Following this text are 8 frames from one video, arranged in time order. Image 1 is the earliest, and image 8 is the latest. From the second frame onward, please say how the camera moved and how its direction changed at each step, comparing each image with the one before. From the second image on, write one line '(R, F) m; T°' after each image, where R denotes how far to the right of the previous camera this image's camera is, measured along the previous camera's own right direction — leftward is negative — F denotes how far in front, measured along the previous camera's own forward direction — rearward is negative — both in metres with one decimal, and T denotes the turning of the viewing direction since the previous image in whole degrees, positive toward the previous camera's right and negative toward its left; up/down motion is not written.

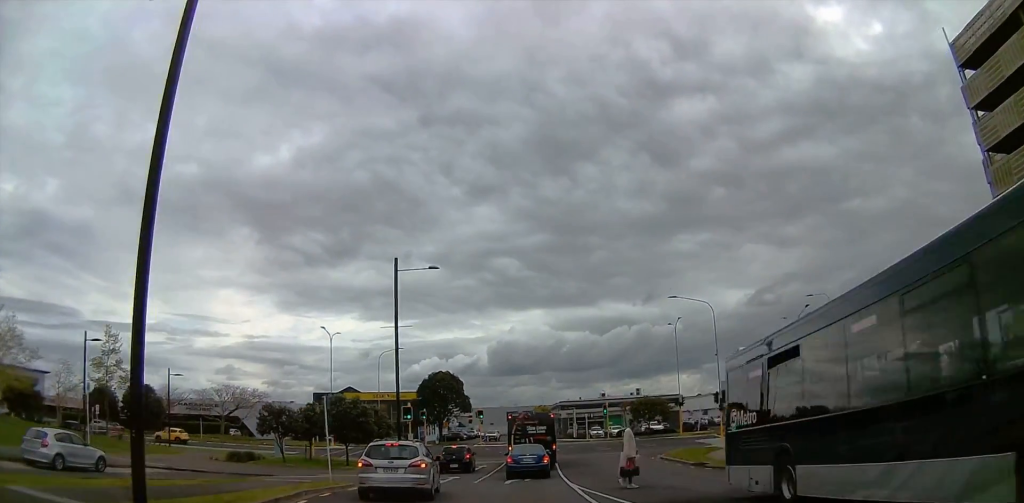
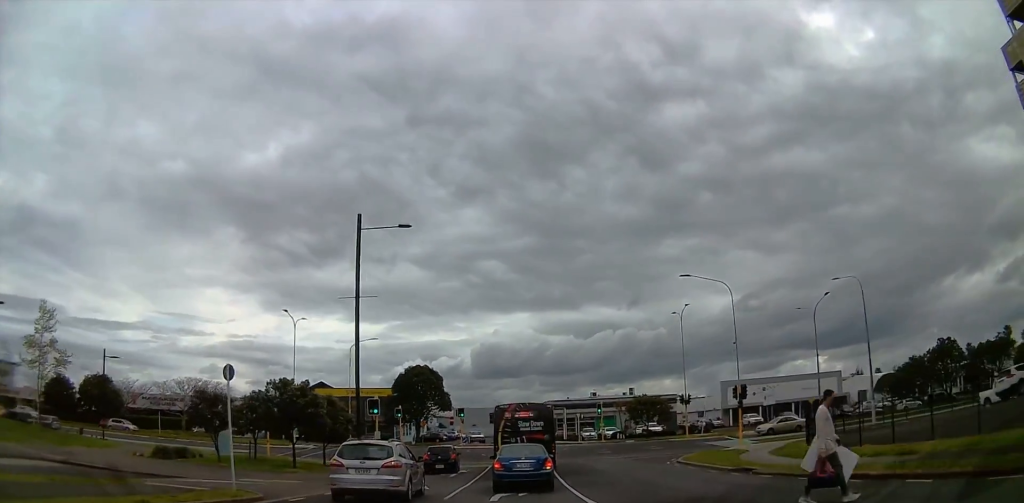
(-0.7, +7.8) m; -3°
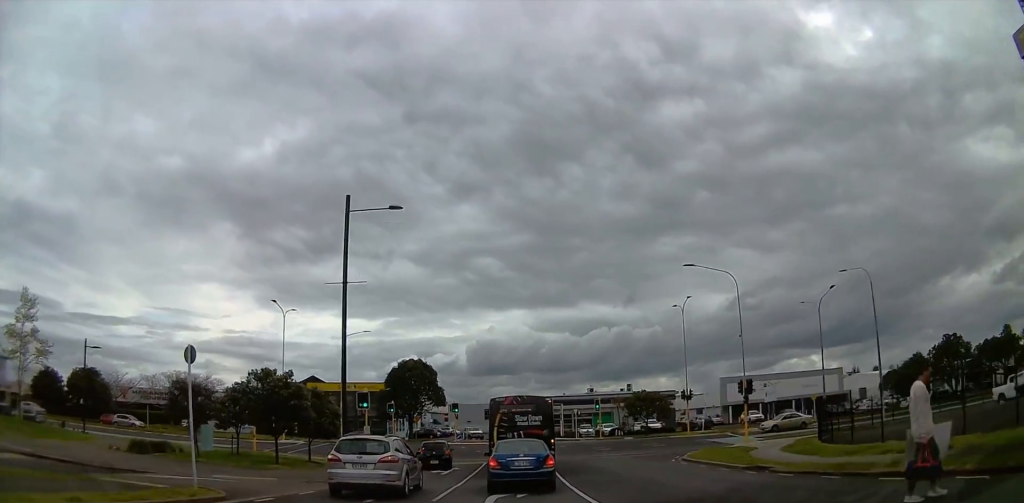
(+0.2, +2.0) m; 0°
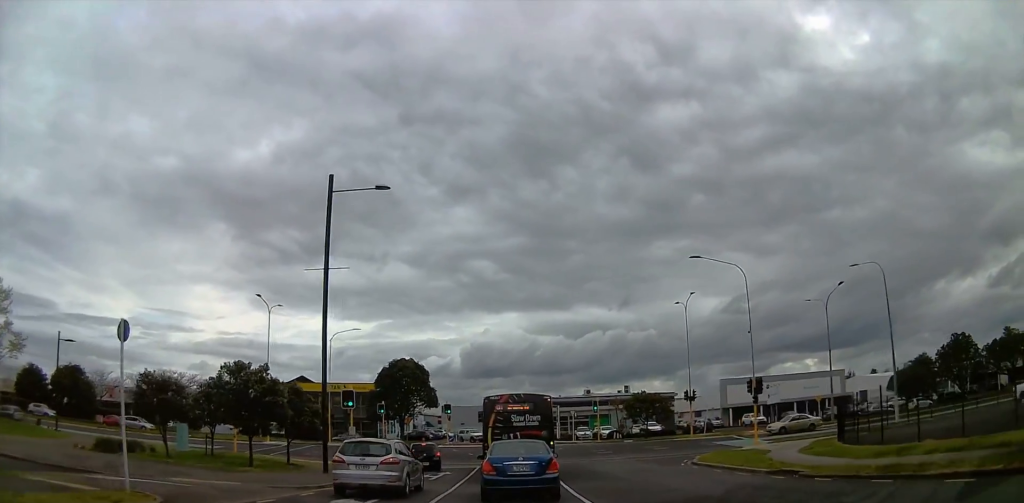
(+0.3, +3.0) m; 0°
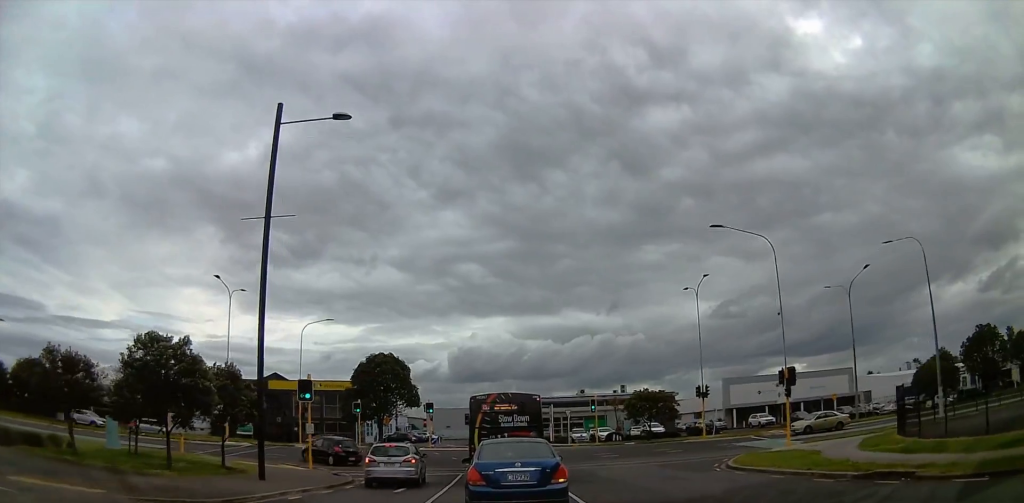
(-1.2, +7.8) m; +3°
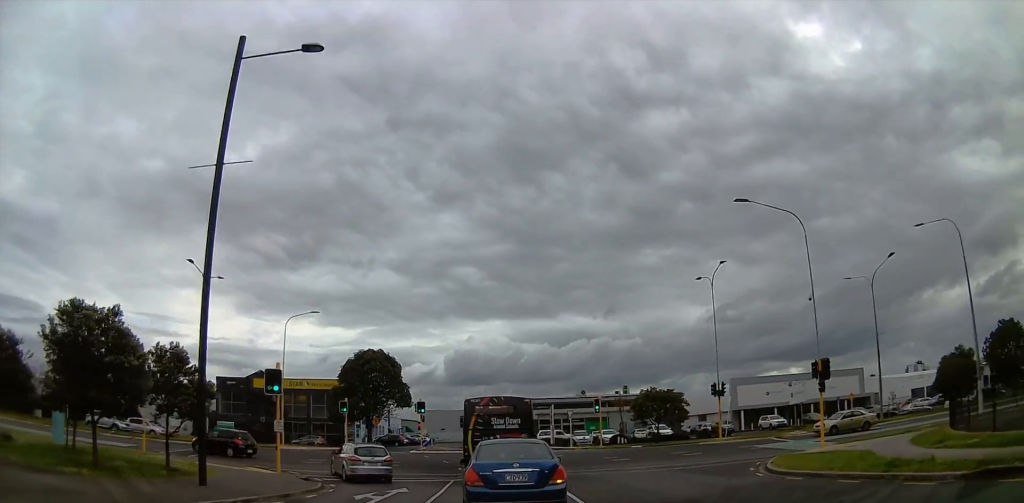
(+1.0, +4.4) m; +6°
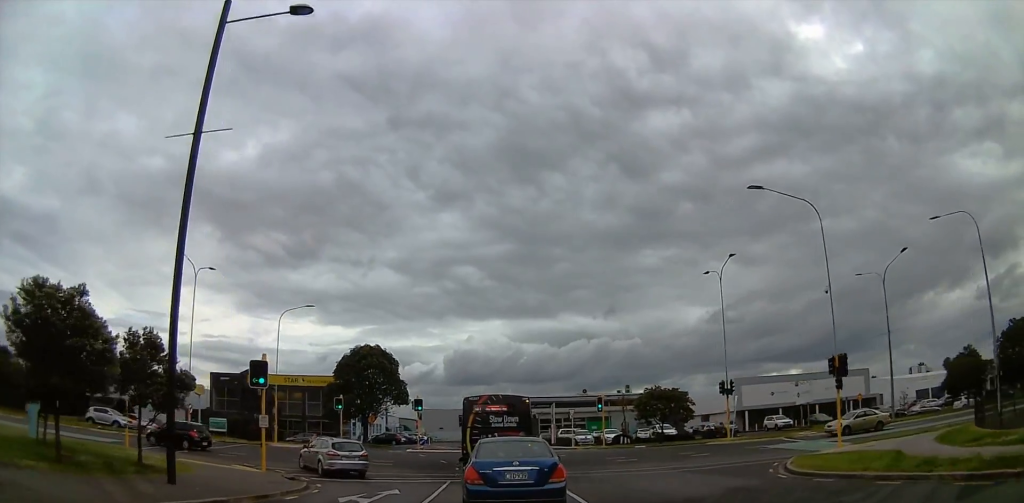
(-0.3, +1.6) m; +2°
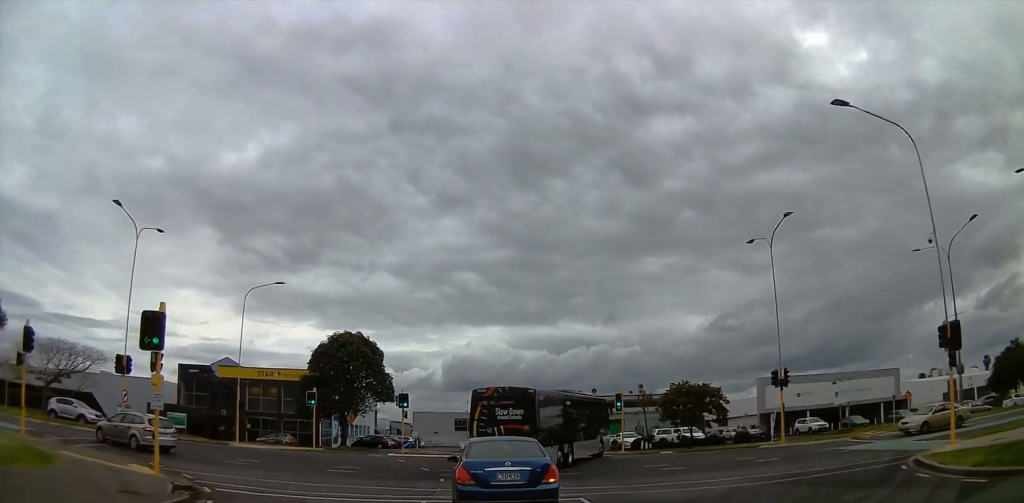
(+0.7, +7.3) m; -1°
